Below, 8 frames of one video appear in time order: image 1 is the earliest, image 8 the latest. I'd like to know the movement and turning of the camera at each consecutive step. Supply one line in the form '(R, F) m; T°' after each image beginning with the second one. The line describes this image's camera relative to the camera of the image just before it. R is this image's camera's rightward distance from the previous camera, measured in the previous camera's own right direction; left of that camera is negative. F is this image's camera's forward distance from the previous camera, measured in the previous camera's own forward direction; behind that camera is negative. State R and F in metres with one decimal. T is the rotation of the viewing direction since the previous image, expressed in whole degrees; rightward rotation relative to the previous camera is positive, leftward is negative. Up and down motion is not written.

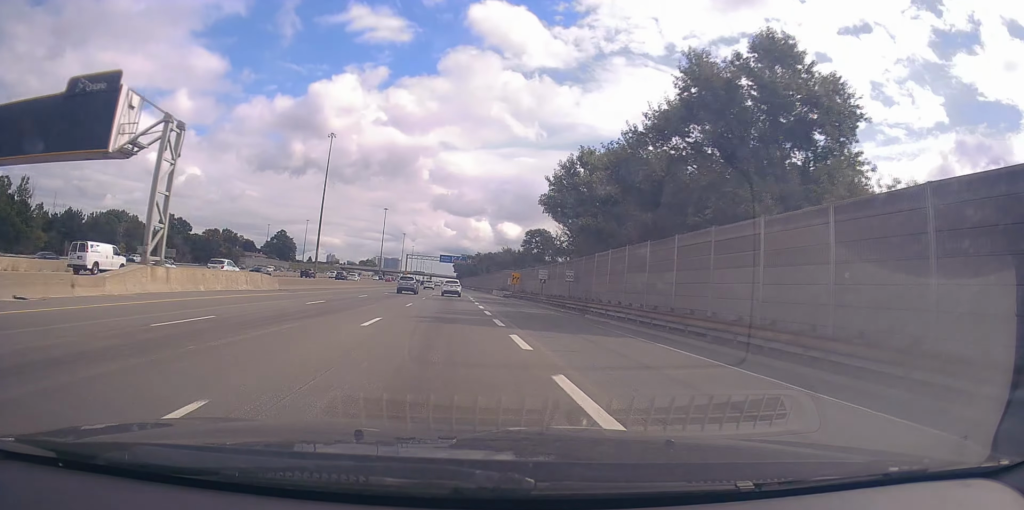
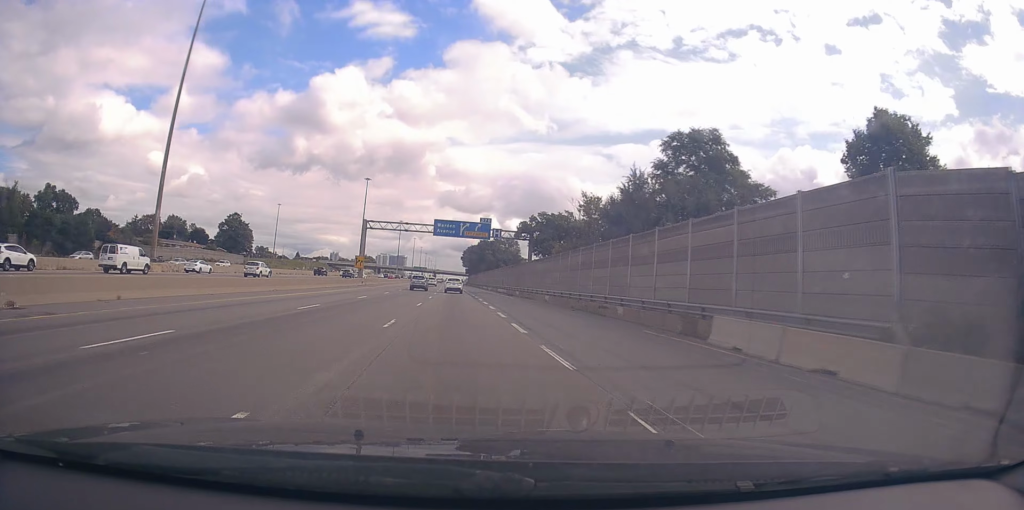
(-0.8, +81.6) m; -1°
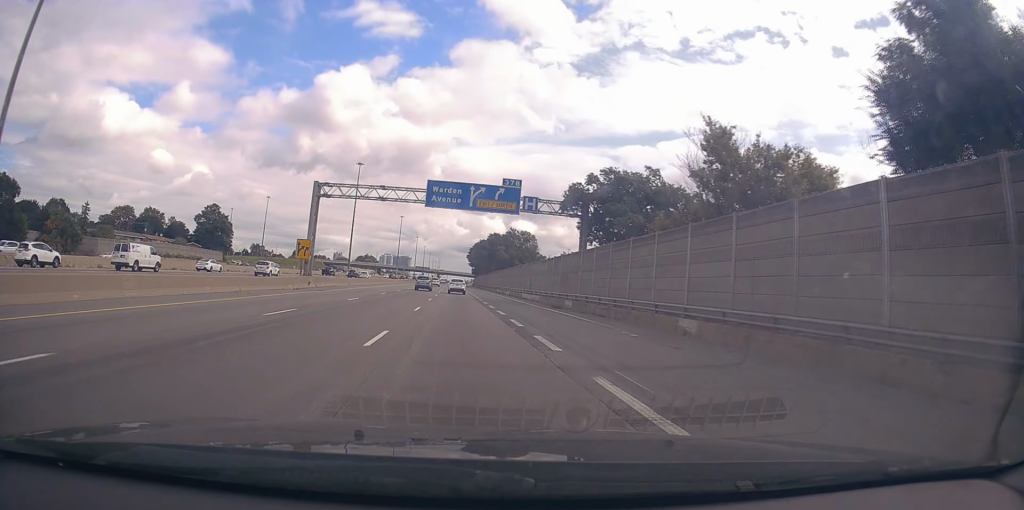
(-0.4, +28.5) m; 0°
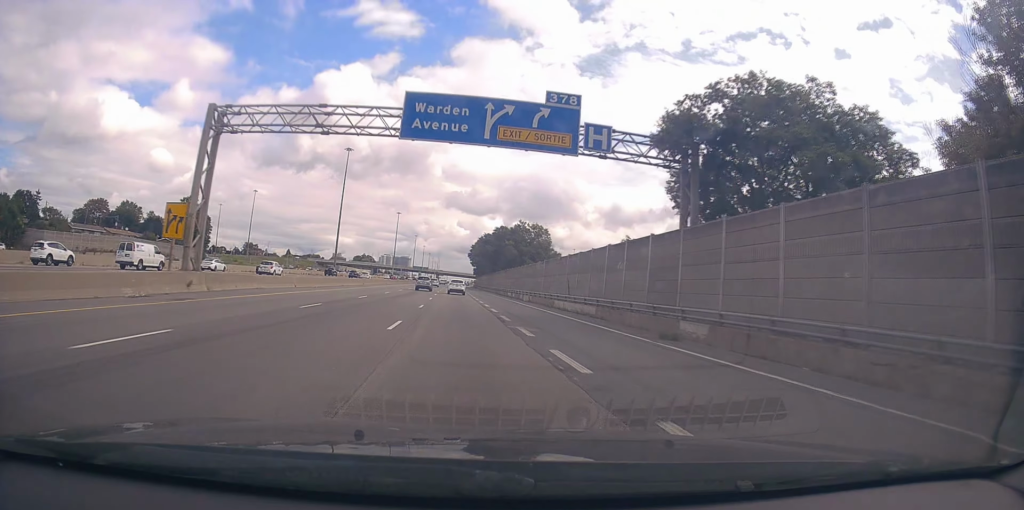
(+0.4, +21.0) m; 0°
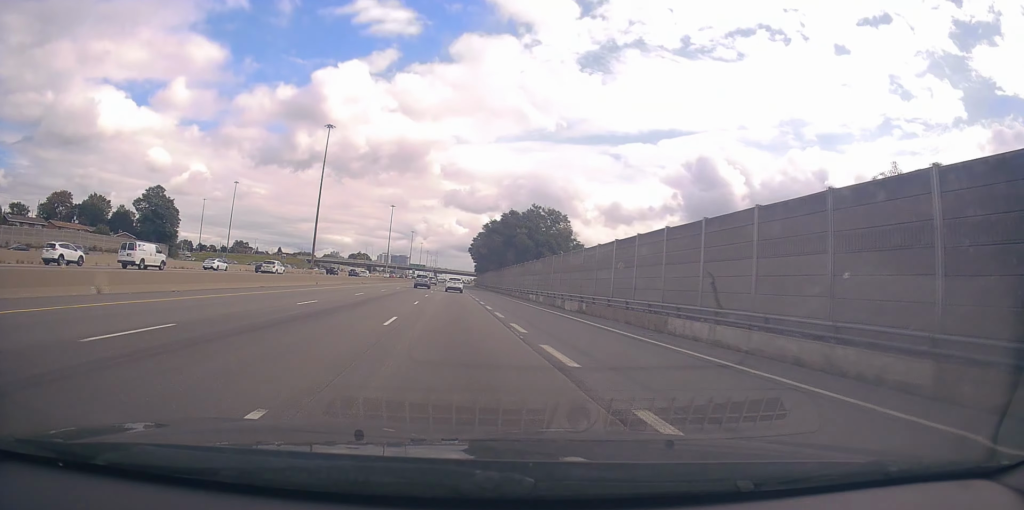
(-0.3, +24.1) m; -1°
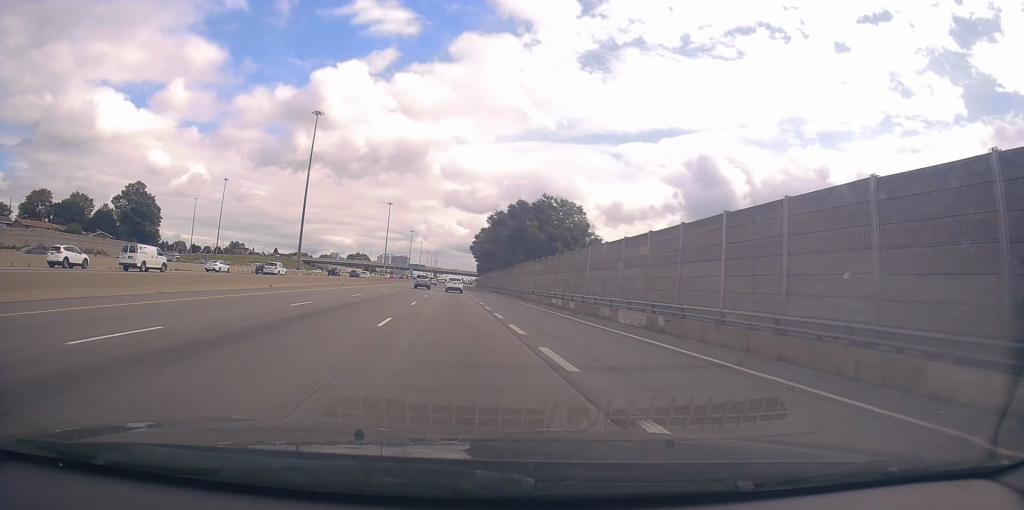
(0.0, +12.7) m; -1°
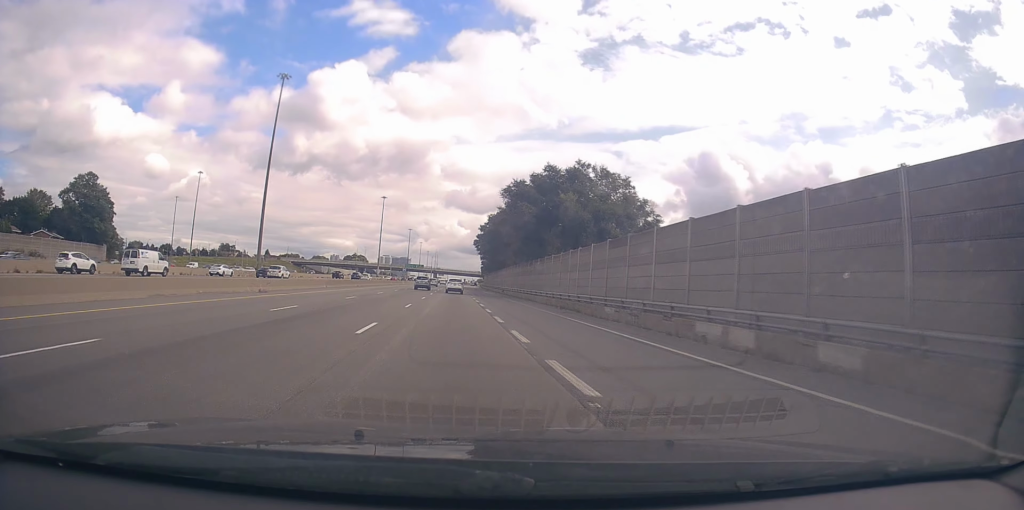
(-0.4, +26.6) m; 0°
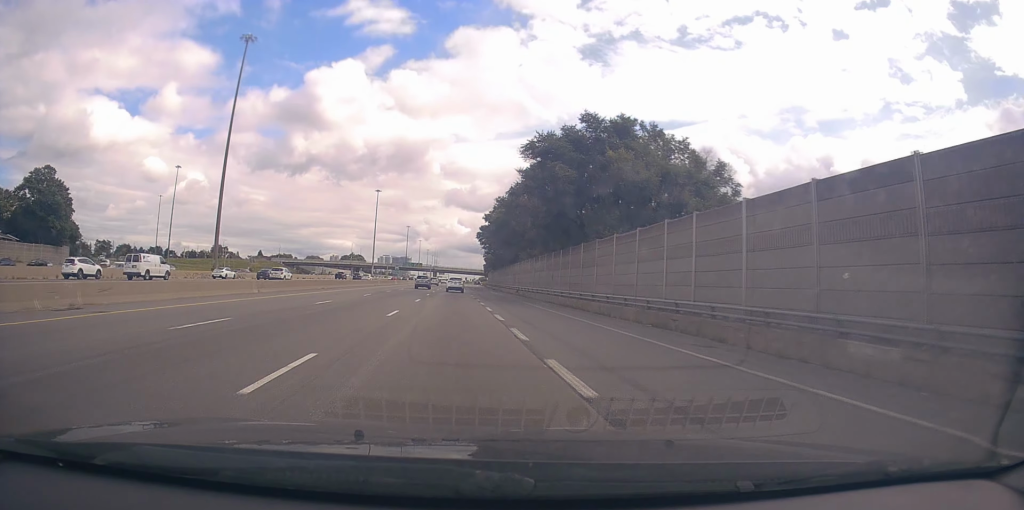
(+0.4, +18.8) m; +1°
